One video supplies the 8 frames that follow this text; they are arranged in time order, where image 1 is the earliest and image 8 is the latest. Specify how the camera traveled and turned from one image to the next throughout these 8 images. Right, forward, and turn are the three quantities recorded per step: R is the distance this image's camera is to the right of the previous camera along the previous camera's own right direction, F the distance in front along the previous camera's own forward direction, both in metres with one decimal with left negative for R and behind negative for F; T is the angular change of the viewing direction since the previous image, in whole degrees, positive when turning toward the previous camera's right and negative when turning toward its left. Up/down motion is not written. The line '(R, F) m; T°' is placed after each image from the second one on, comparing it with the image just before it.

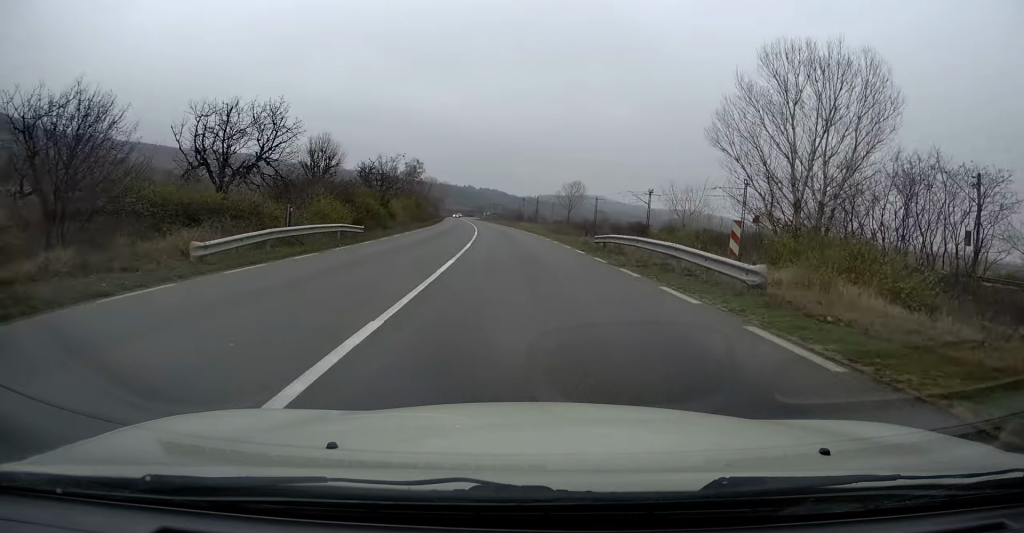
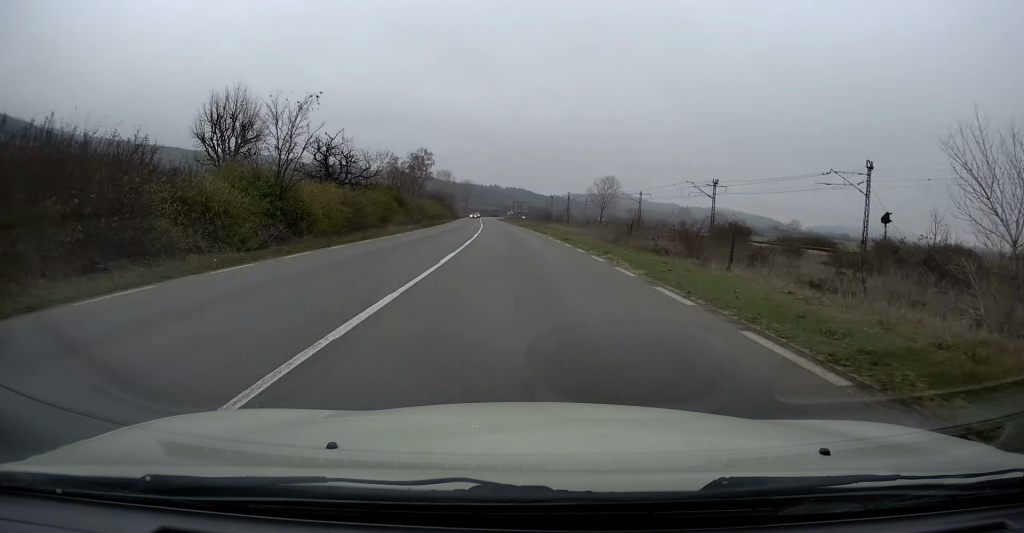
(-0.3, +25.2) m; -3°
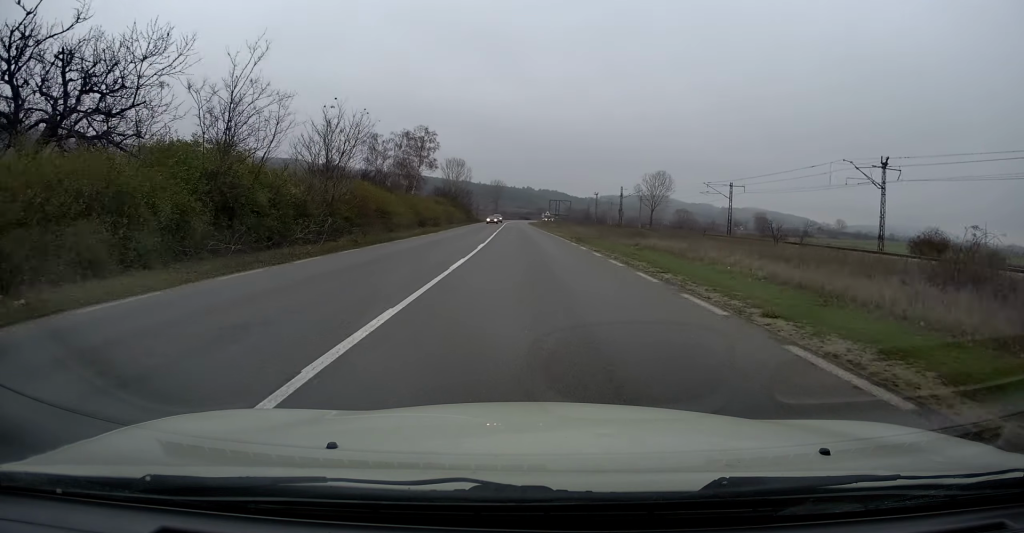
(-1.4, +38.5) m; -3°
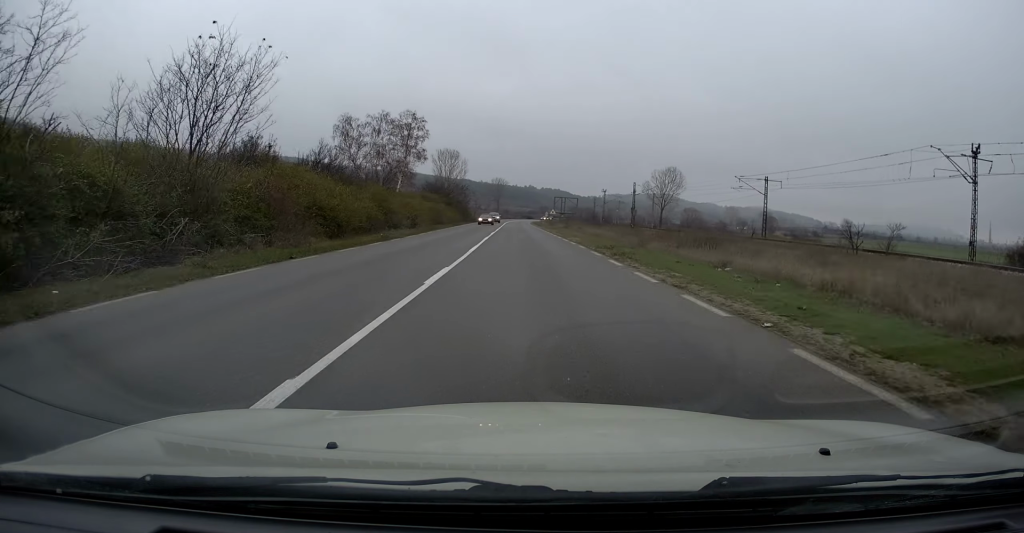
(+0.2, +13.1) m; 0°
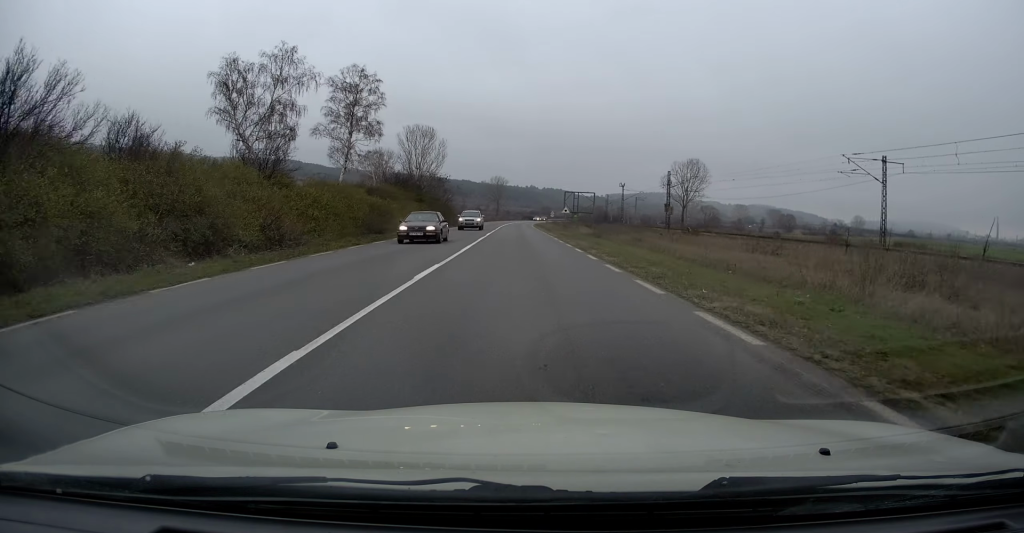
(-0.6, +28.9) m; -2°
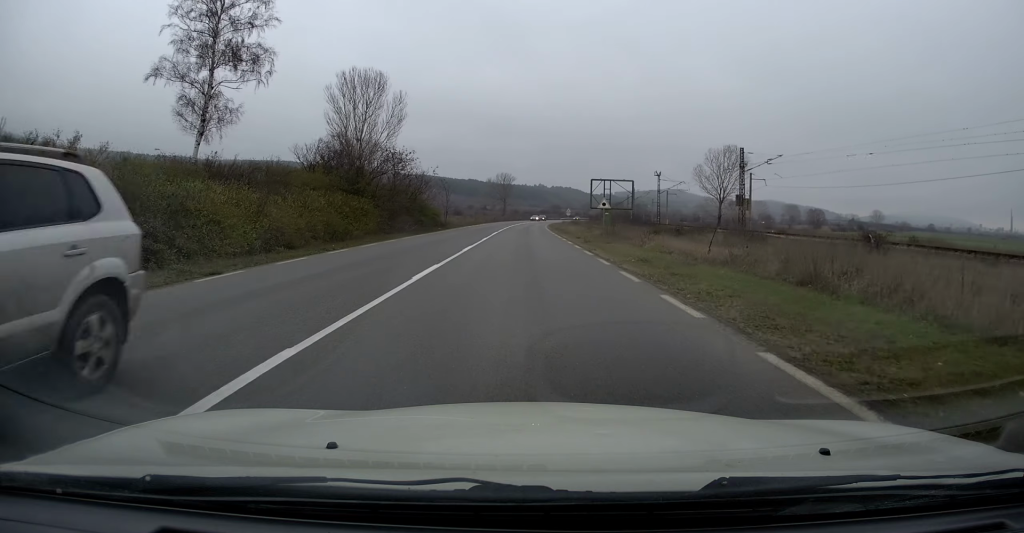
(+0.1, +25.0) m; 0°
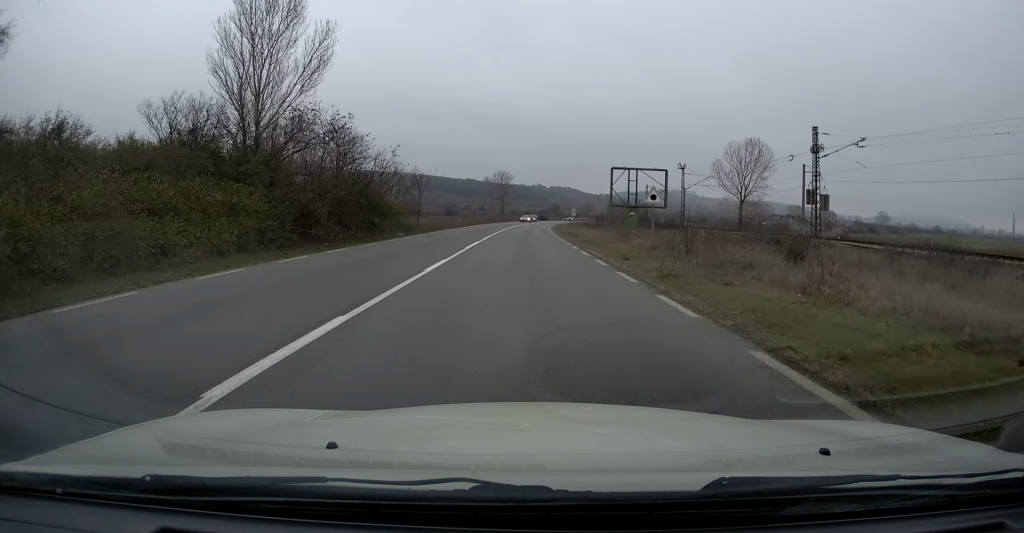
(+0.1, +15.0) m; 0°
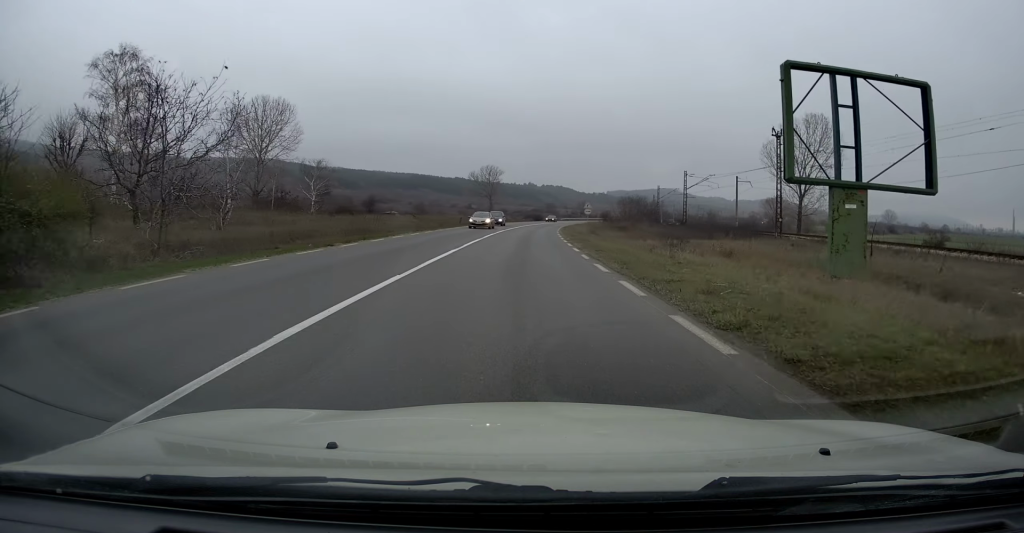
(+0.1, +33.1) m; 0°
